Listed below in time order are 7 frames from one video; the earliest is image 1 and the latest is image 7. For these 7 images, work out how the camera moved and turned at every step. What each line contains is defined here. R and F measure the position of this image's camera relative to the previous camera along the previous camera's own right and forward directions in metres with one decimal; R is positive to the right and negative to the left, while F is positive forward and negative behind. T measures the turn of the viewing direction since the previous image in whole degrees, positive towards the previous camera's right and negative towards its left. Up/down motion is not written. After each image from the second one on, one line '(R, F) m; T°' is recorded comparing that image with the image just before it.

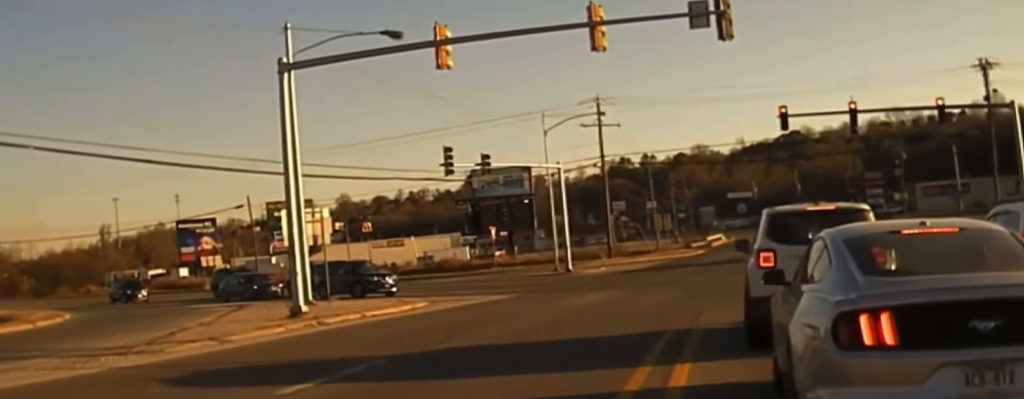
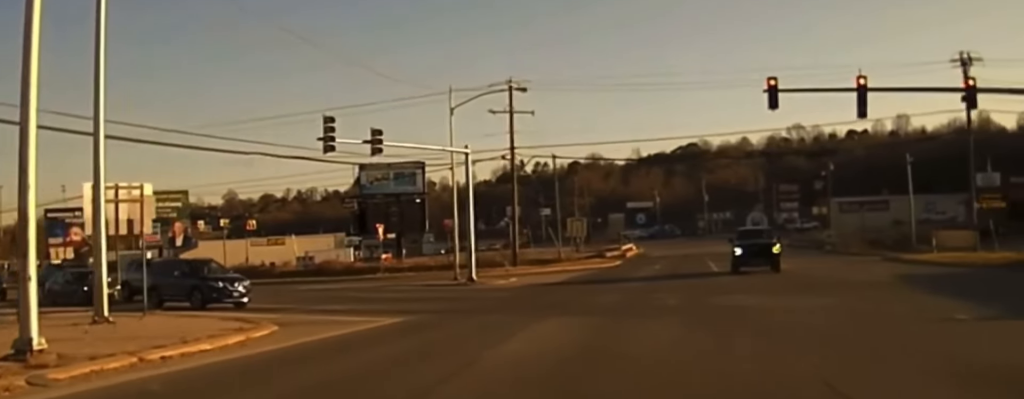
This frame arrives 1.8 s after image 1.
(+0.1, +9.3) m; +7°
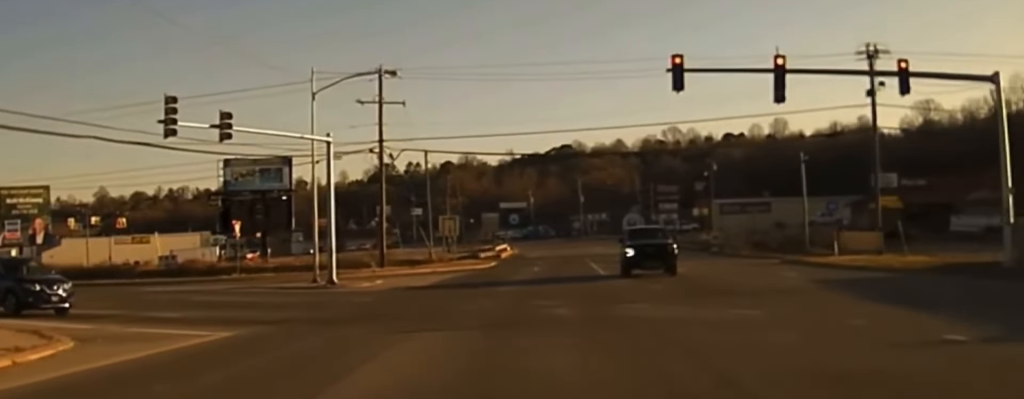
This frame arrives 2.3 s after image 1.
(0.0, +4.4) m; +2°
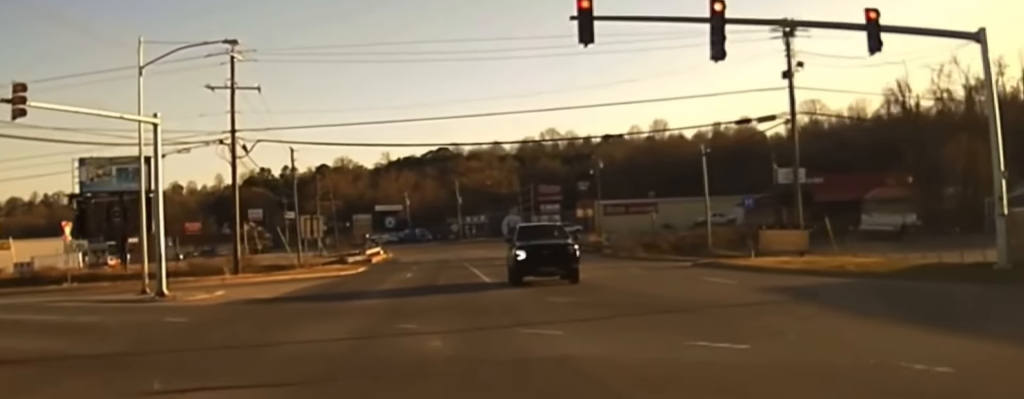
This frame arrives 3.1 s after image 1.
(+0.2, +7.4) m; +1°
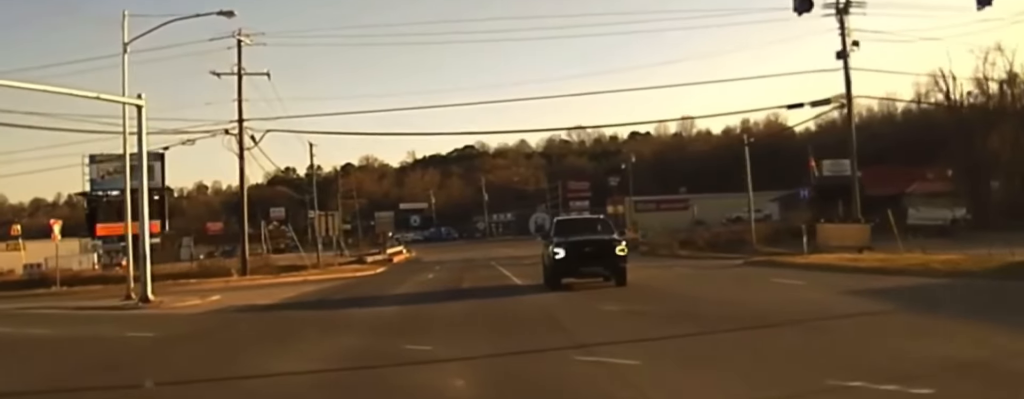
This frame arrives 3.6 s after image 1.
(+0.3, +4.8) m; 0°
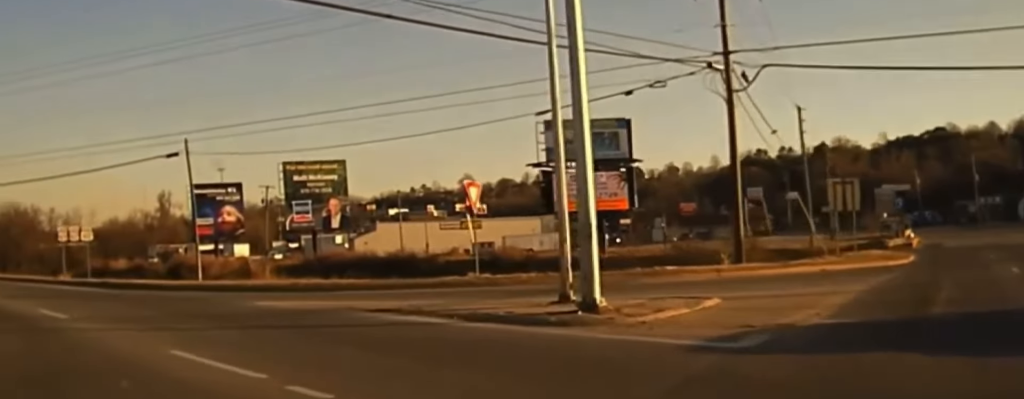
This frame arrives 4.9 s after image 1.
(-1.5, +13.8) m; -18°
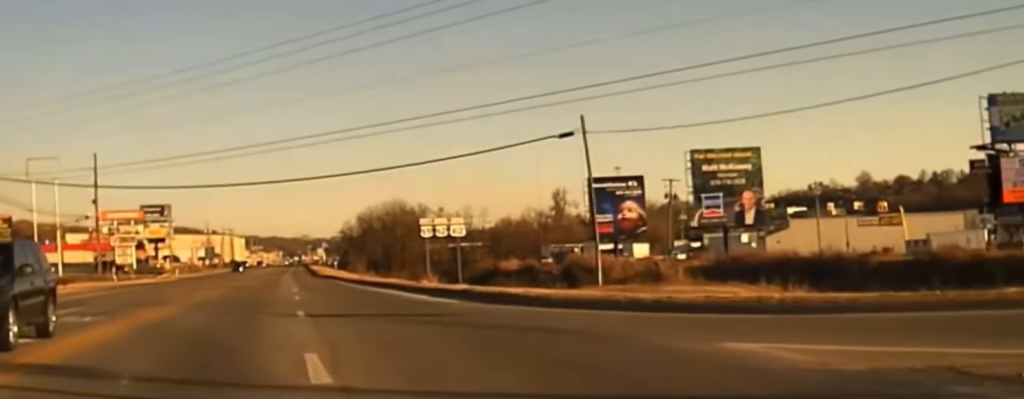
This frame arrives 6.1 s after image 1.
(-2.3, +11.2) m; -19°
